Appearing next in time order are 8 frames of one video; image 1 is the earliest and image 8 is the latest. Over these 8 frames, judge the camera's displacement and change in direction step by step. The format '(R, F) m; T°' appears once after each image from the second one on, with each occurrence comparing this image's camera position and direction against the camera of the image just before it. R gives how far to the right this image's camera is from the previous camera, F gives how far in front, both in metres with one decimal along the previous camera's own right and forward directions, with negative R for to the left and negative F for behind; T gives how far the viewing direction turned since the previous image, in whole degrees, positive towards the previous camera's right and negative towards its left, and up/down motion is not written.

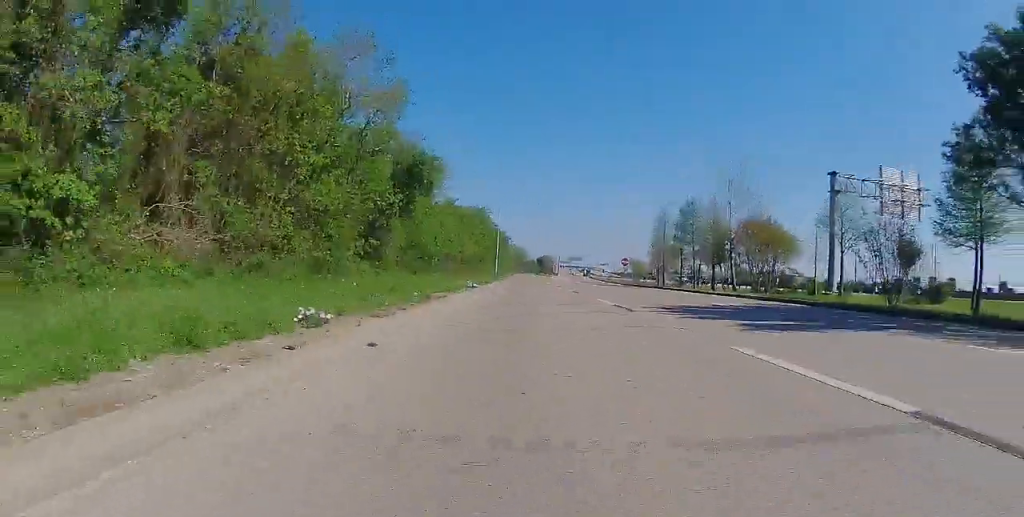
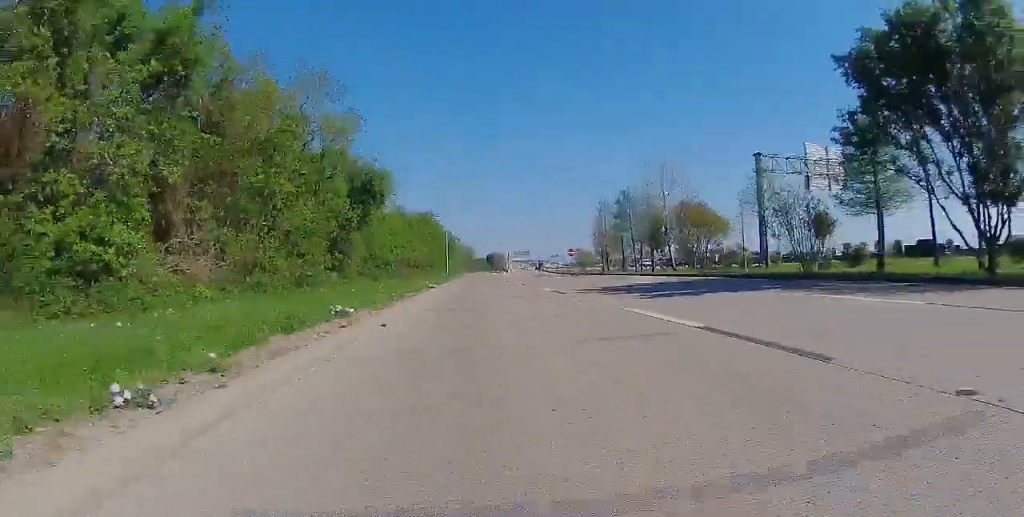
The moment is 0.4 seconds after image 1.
(0.0, +3.3) m; 0°
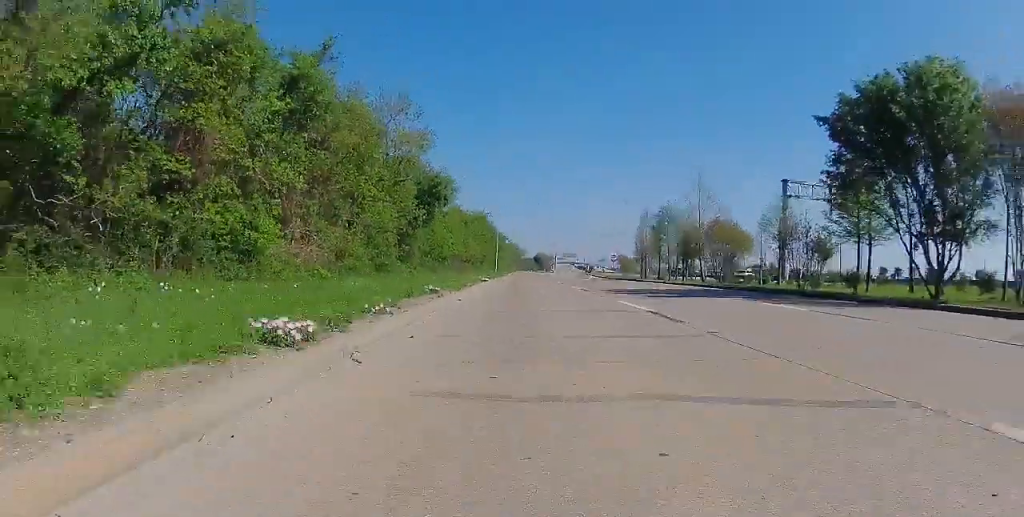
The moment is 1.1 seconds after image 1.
(0.0, +5.2) m; 0°
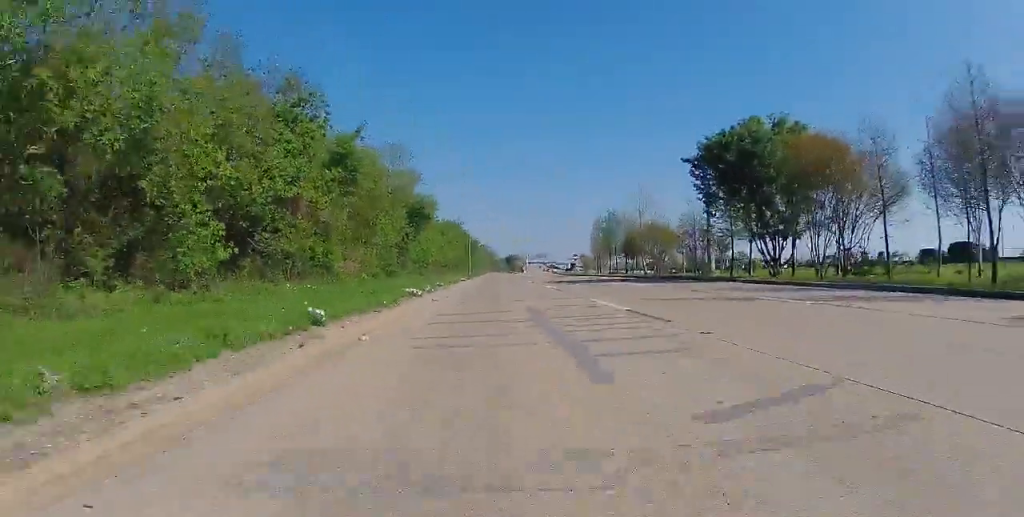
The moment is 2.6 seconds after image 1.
(0.0, +11.5) m; +2°
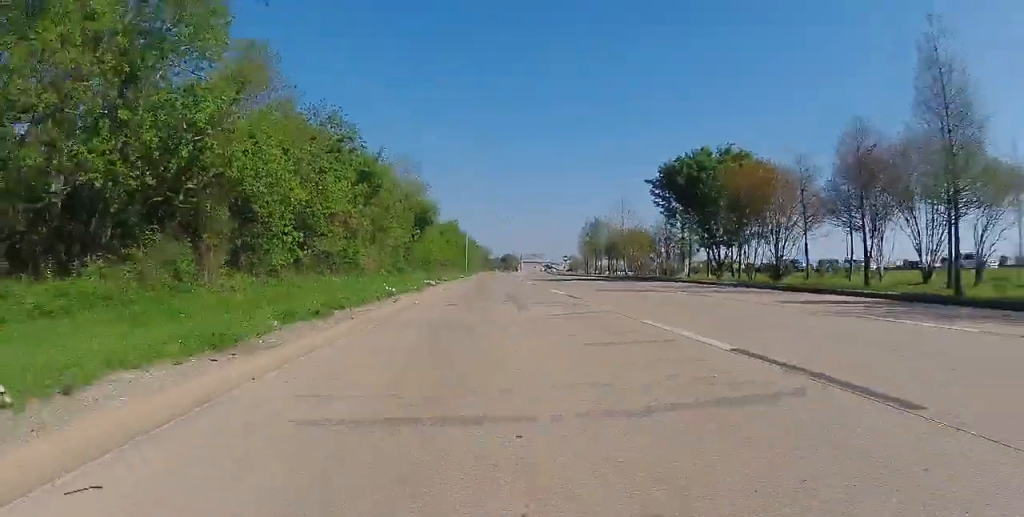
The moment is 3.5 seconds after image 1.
(+0.2, +7.0) m; +2°
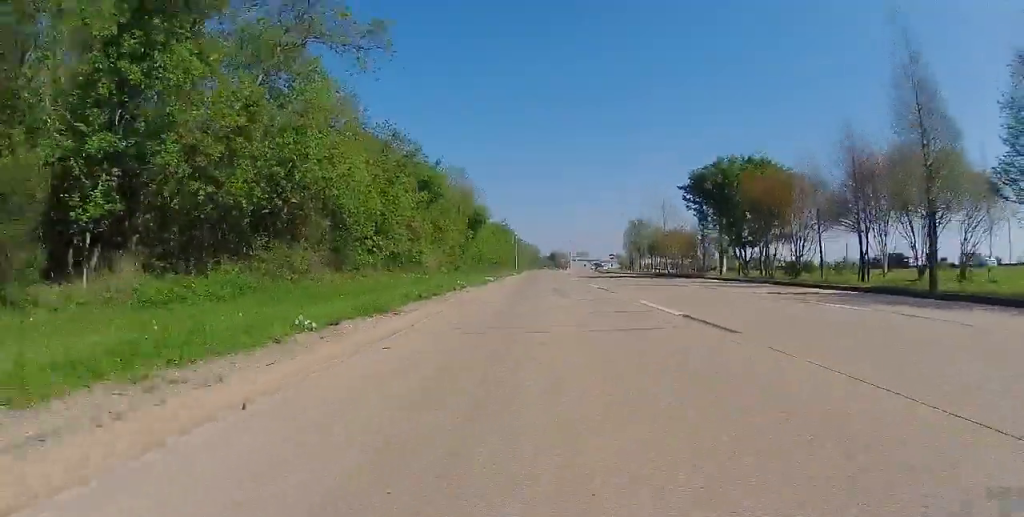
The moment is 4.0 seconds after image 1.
(0.0, +4.2) m; -1°
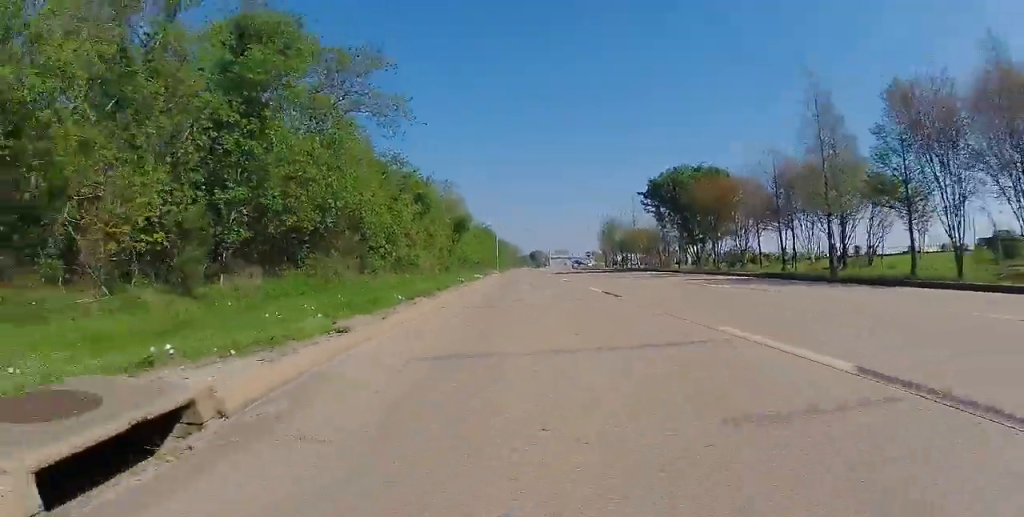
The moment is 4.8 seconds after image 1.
(-0.1, +6.5) m; -1°
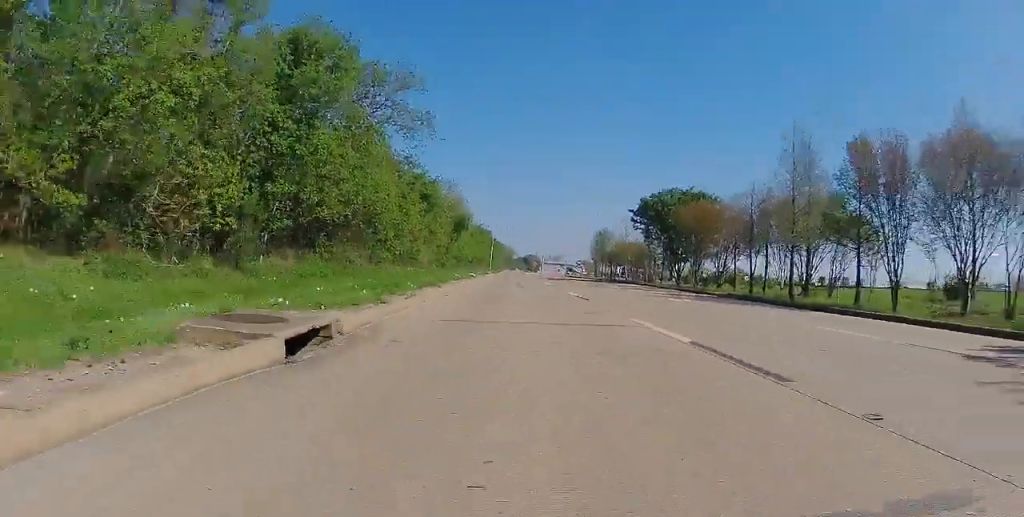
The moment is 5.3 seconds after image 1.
(-0.1, +3.4) m; -1°
